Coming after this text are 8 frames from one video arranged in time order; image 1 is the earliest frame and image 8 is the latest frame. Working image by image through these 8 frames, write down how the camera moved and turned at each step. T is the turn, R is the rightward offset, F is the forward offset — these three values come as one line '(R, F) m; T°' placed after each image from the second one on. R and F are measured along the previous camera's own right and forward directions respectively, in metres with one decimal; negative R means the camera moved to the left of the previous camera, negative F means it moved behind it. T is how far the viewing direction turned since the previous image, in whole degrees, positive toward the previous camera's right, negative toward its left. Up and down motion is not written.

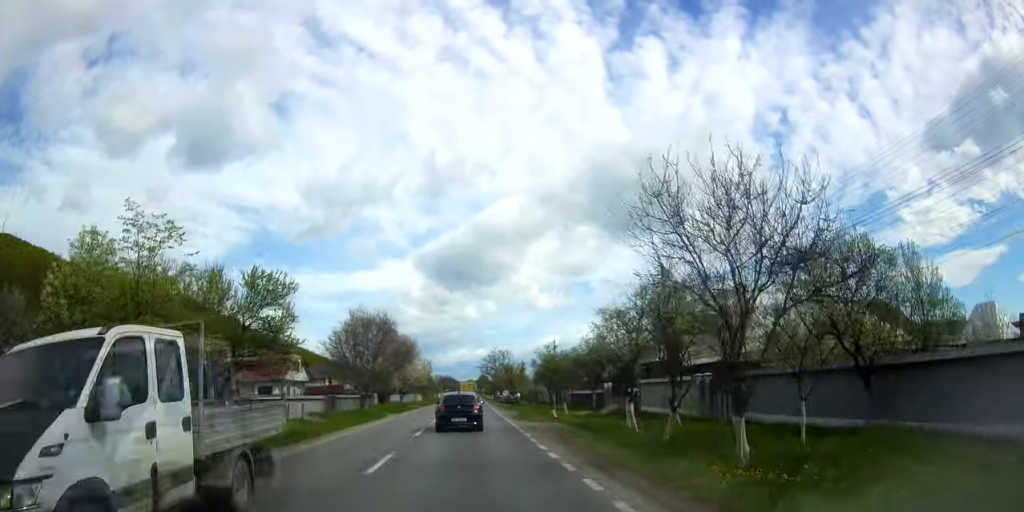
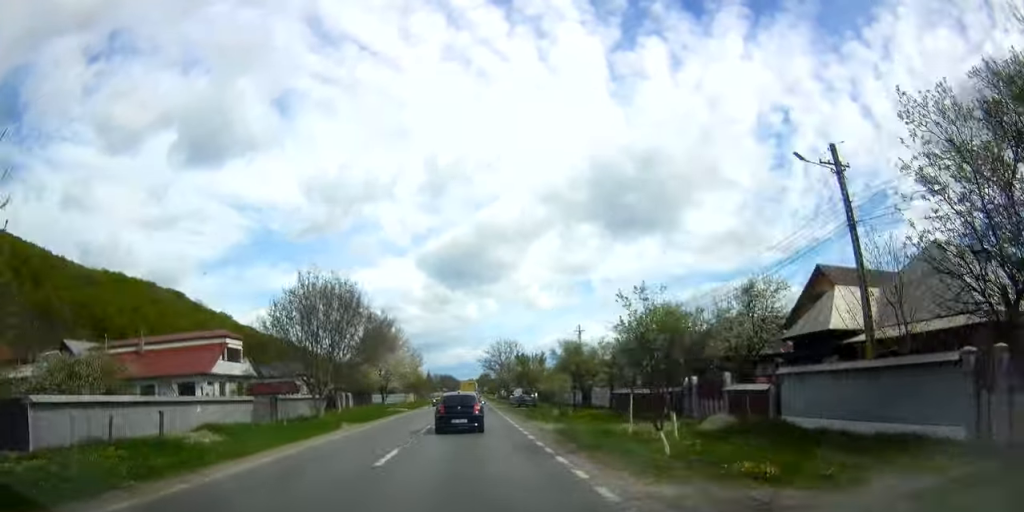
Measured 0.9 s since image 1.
(0.0, +17.6) m; 0°
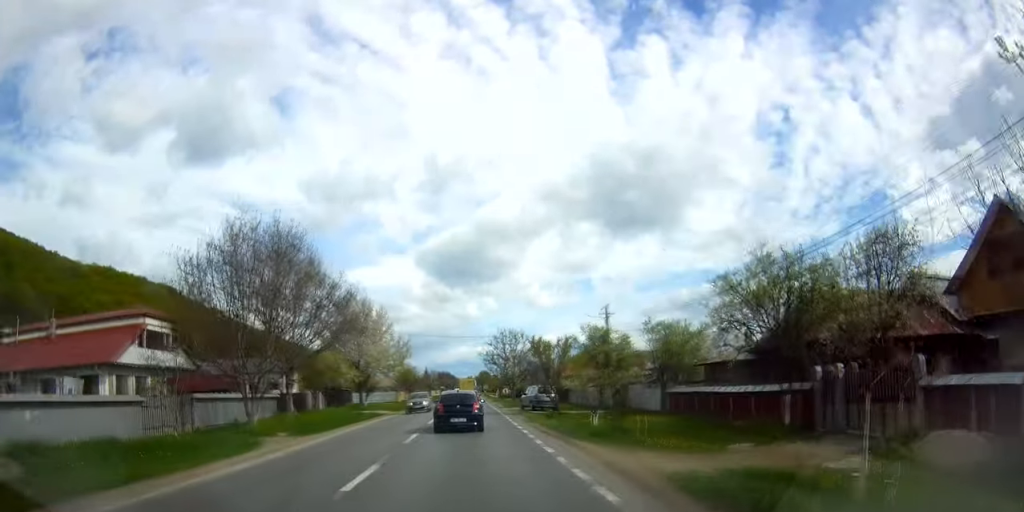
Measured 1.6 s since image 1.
(0.0, +12.9) m; 0°
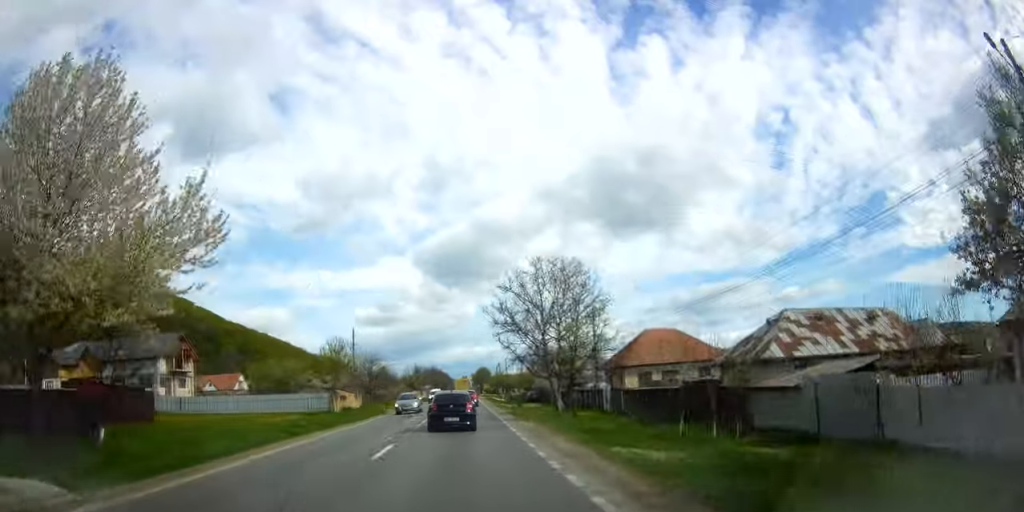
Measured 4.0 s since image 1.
(-0.3, +42.9) m; 0°
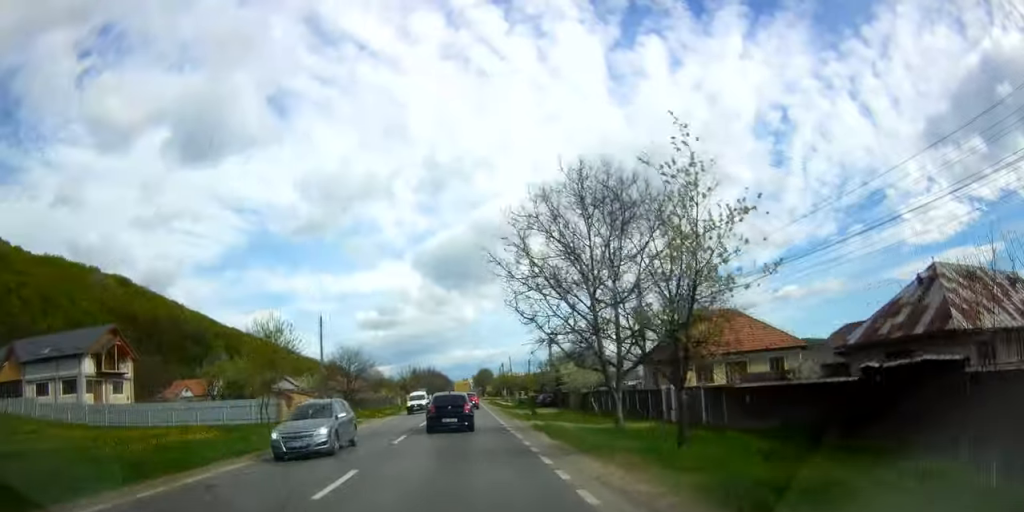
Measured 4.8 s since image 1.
(+0.1, +14.1) m; +1°
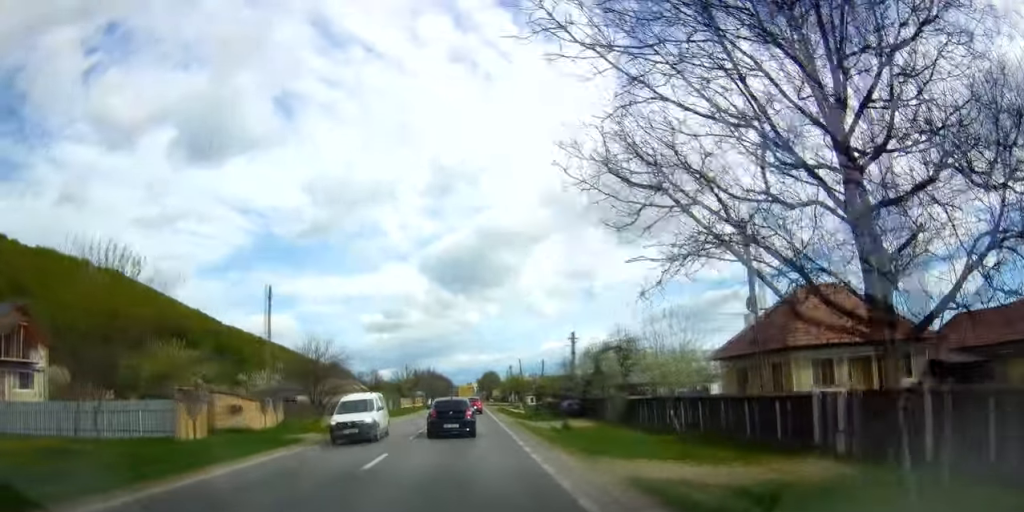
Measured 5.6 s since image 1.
(+0.3, +14.0) m; 0°
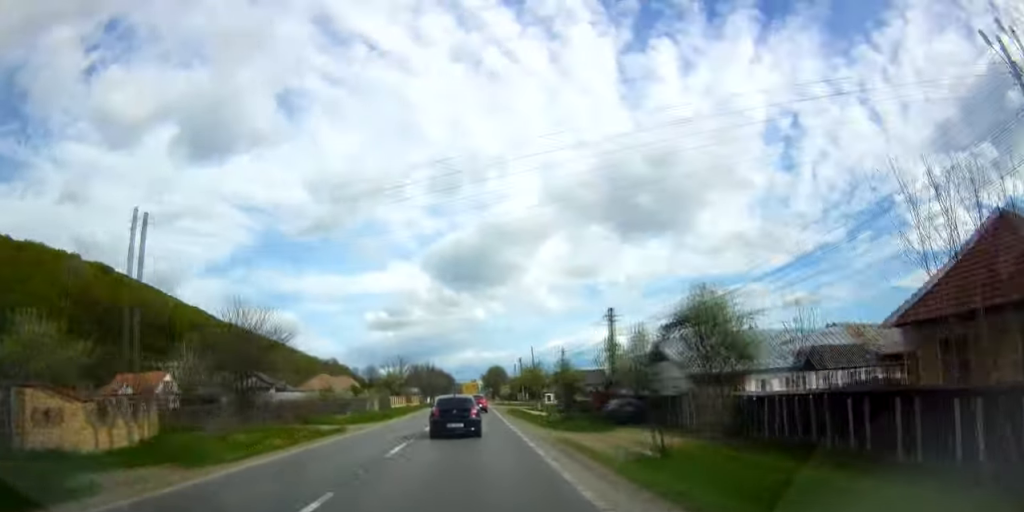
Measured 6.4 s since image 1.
(-0.4, +14.5) m; -1°
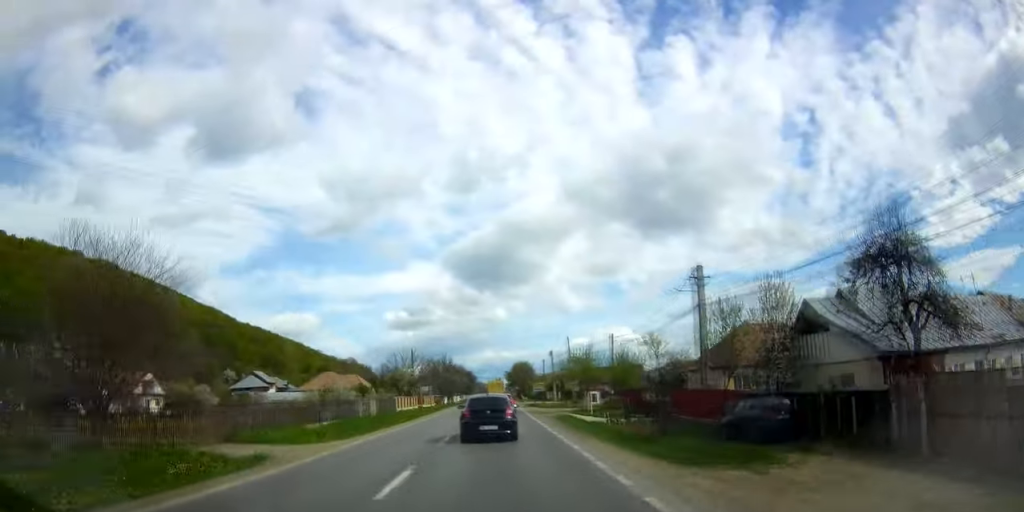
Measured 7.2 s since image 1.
(+0.1, +13.6) m; 0°
